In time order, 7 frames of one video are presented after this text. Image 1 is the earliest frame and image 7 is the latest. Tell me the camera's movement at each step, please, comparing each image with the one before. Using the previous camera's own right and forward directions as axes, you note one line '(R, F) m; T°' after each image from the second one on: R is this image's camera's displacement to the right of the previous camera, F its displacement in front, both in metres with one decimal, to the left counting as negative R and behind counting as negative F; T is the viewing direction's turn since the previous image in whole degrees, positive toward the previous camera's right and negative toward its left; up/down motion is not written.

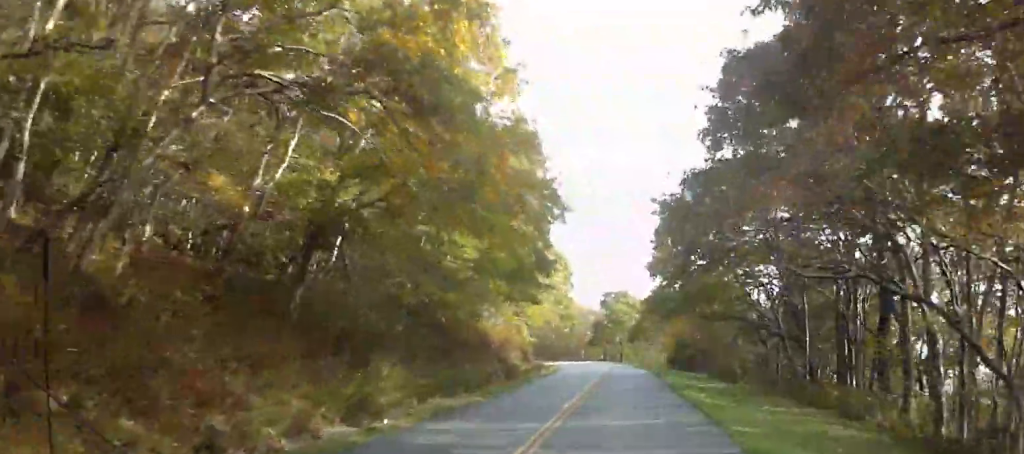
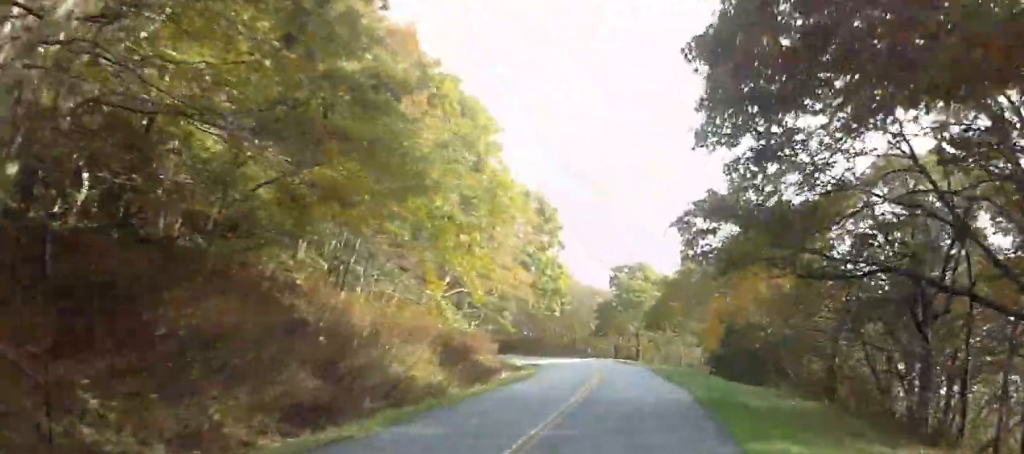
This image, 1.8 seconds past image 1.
(-0.8, +29.7) m; -1°
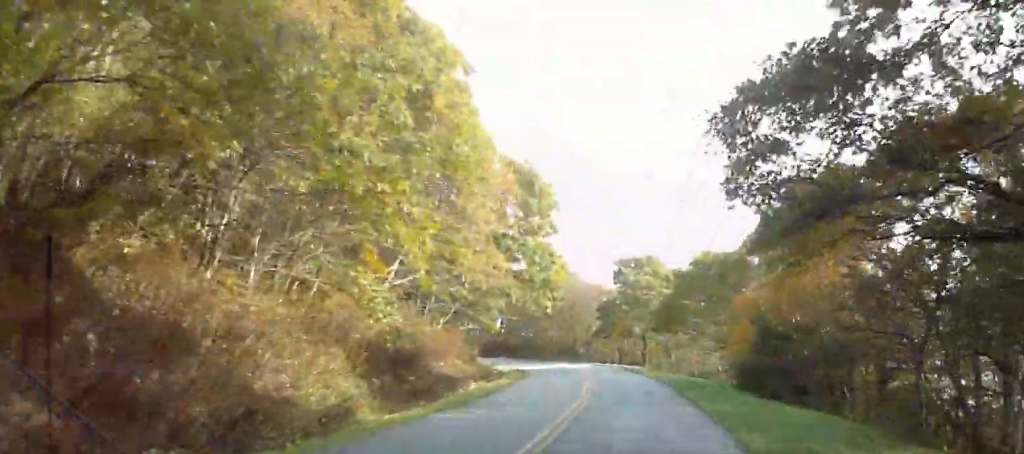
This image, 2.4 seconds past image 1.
(+0.1, +10.2) m; 0°
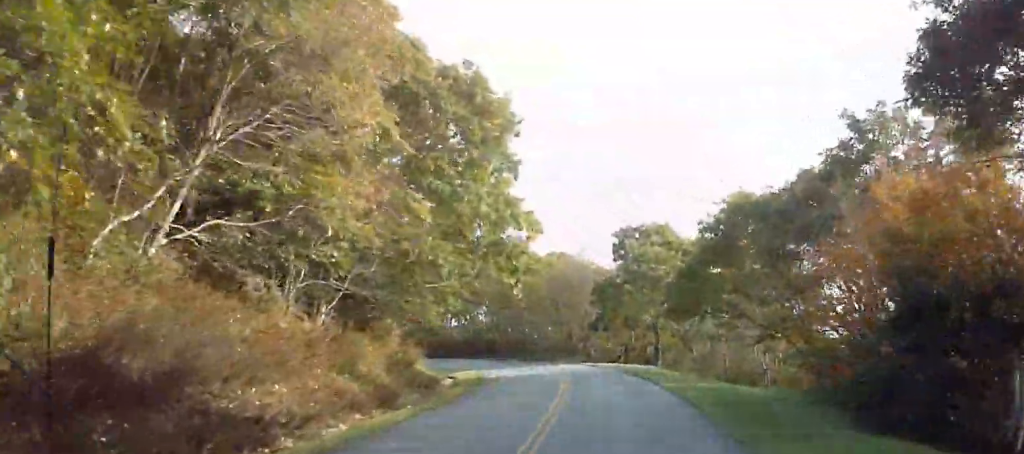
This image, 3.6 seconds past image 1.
(0.0, +17.3) m; -1°
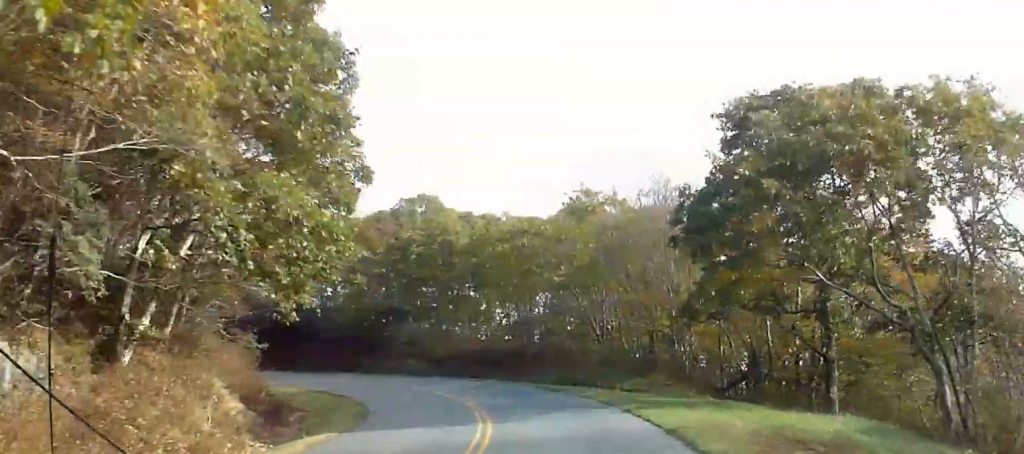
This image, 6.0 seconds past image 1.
(-1.9, +34.3) m; -11°
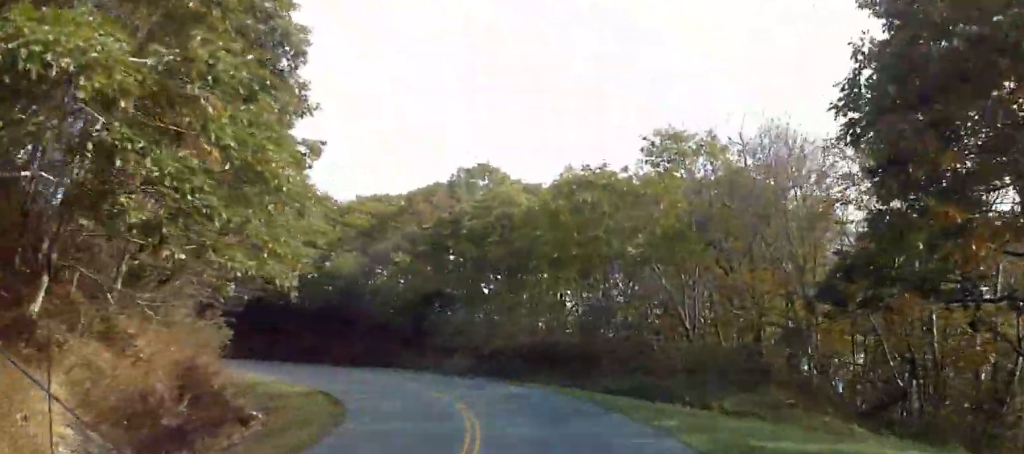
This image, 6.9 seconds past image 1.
(-0.6, +10.6) m; -5°
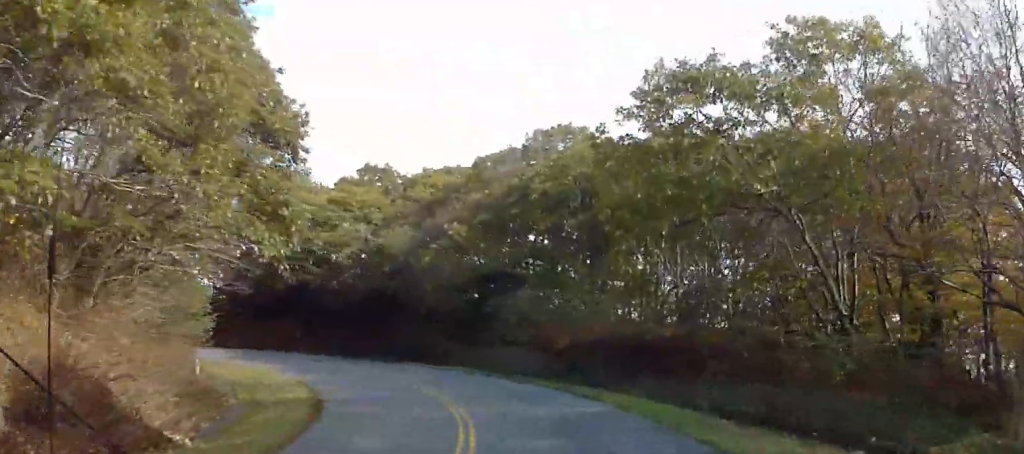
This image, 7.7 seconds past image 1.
(-0.4, +10.4) m; -7°
